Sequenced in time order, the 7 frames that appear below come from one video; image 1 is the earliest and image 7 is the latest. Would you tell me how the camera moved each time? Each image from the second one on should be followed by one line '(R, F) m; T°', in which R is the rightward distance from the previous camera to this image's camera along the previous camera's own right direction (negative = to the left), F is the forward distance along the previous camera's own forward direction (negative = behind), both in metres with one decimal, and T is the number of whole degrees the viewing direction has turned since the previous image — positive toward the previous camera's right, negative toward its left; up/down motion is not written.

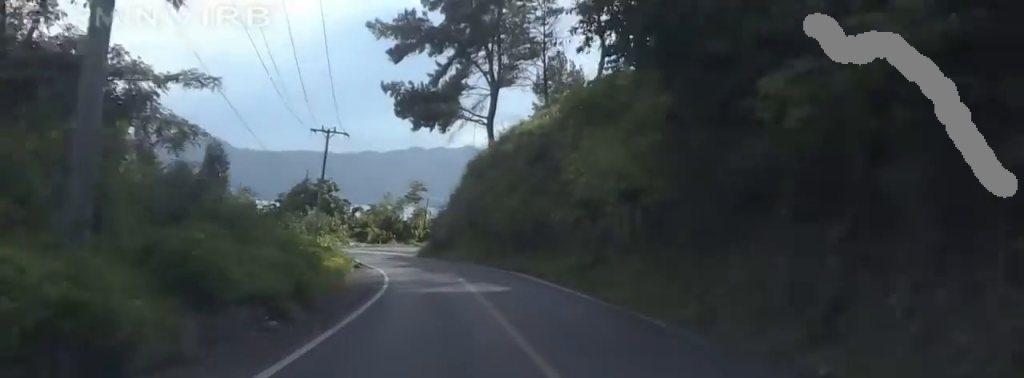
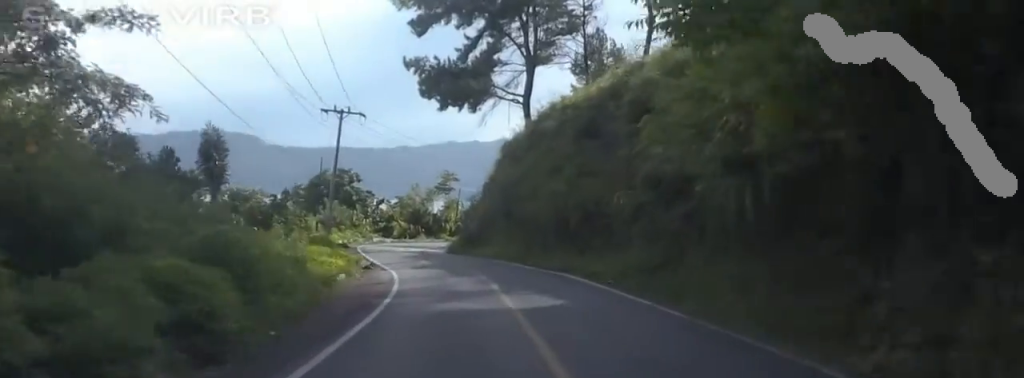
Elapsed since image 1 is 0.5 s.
(-0.6, +7.6) m; 0°
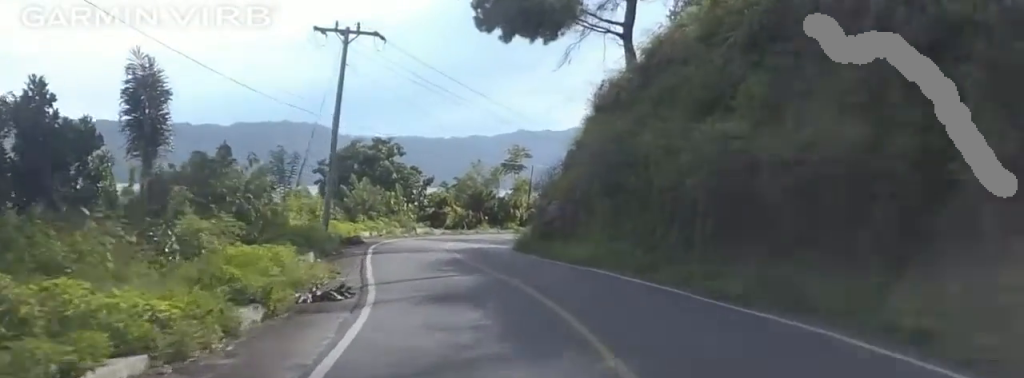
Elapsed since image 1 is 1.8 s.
(+0.8, +18.5) m; -3°
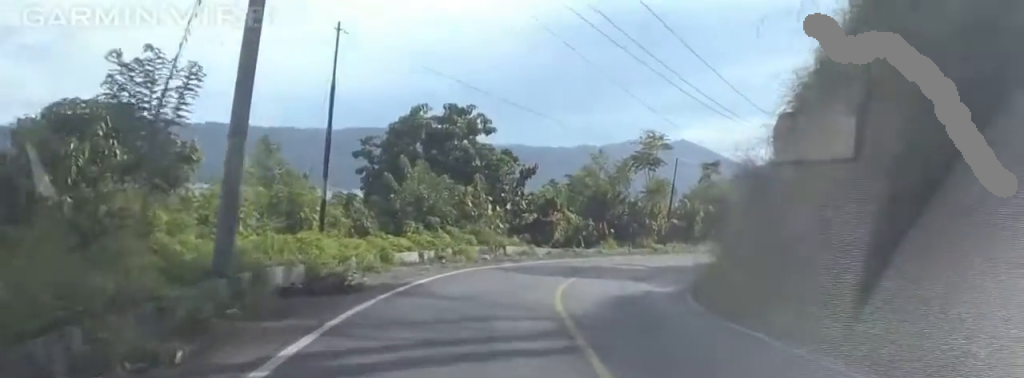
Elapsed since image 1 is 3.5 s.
(-1.8, +22.2) m; -5°
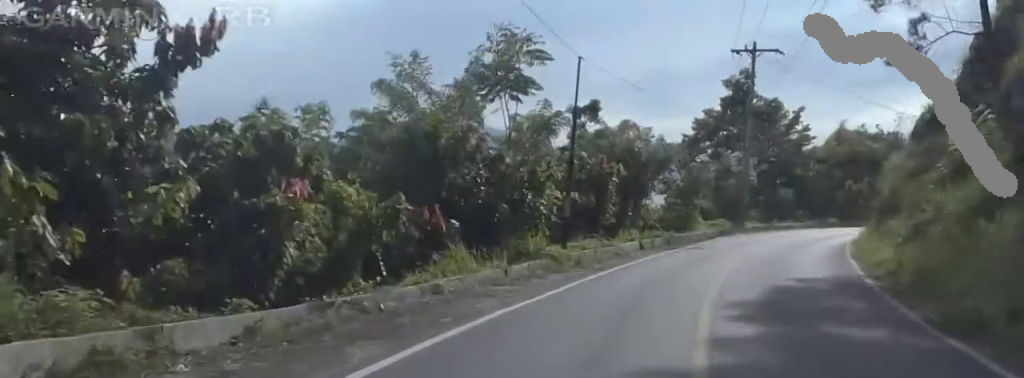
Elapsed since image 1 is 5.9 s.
(+4.1, +29.7) m; +17°
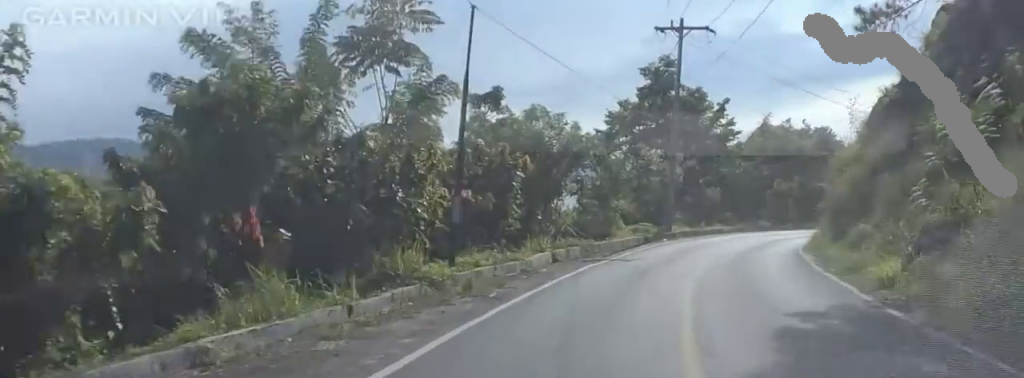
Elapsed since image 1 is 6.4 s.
(-0.3, +6.4) m; +4°
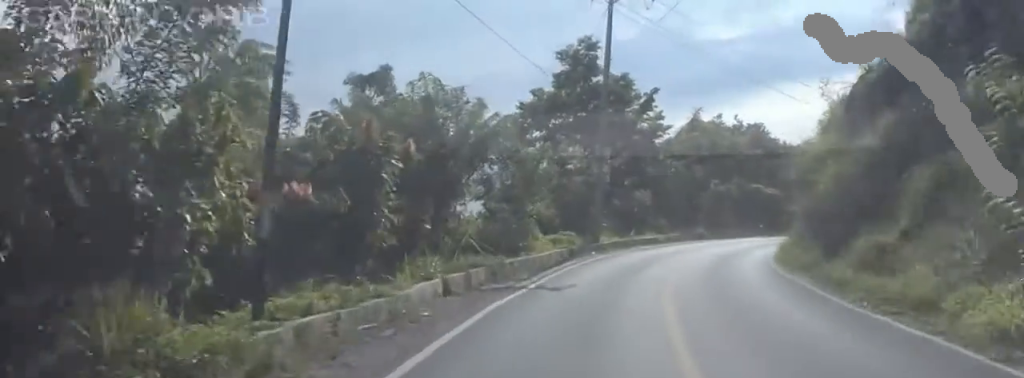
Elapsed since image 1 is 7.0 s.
(+0.8, +7.3) m; +4°
